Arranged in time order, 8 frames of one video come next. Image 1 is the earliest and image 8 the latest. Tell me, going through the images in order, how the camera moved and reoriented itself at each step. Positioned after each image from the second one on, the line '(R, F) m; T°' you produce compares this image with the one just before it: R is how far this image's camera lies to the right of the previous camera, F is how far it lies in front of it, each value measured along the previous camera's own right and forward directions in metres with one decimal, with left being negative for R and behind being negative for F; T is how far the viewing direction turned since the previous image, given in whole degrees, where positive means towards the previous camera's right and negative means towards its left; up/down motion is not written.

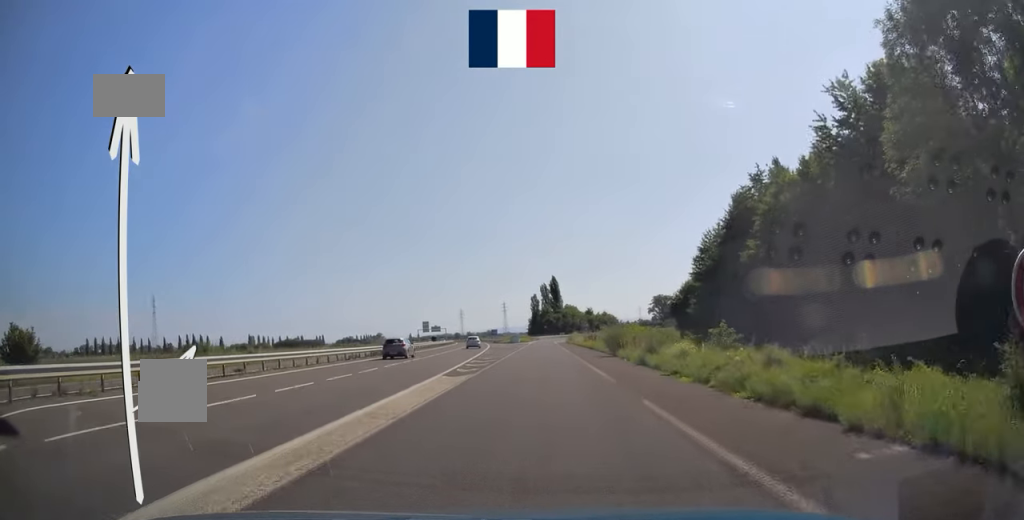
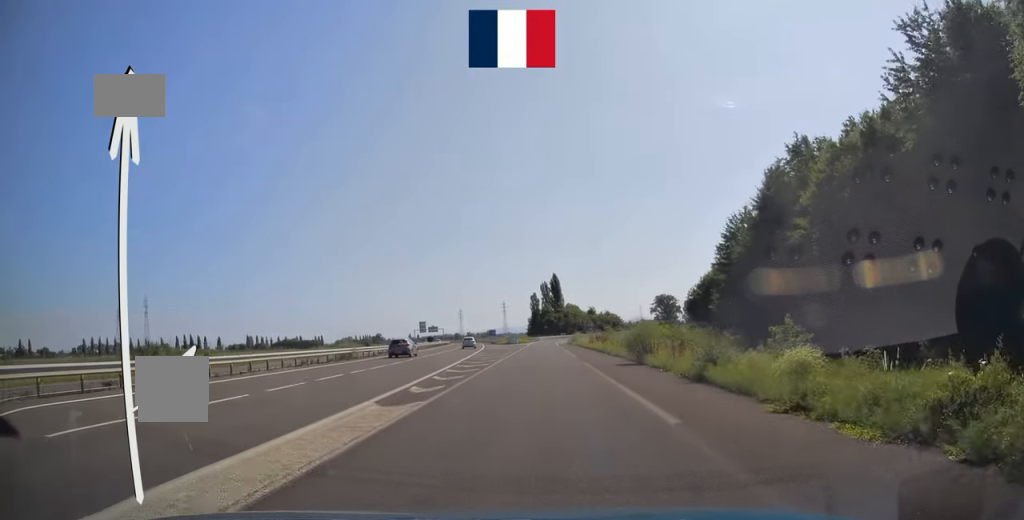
(+0.1, +8.8) m; 0°
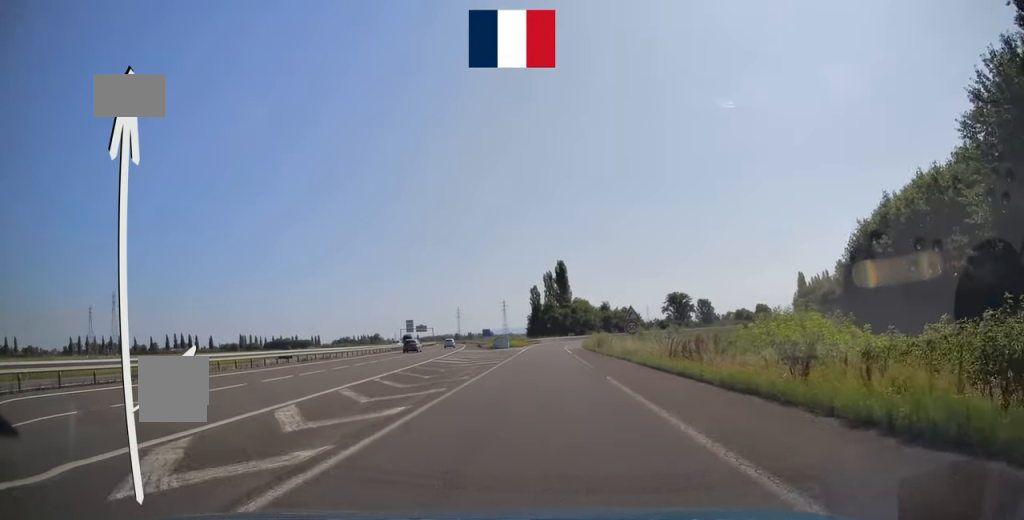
(-0.5, +36.5) m; -1°
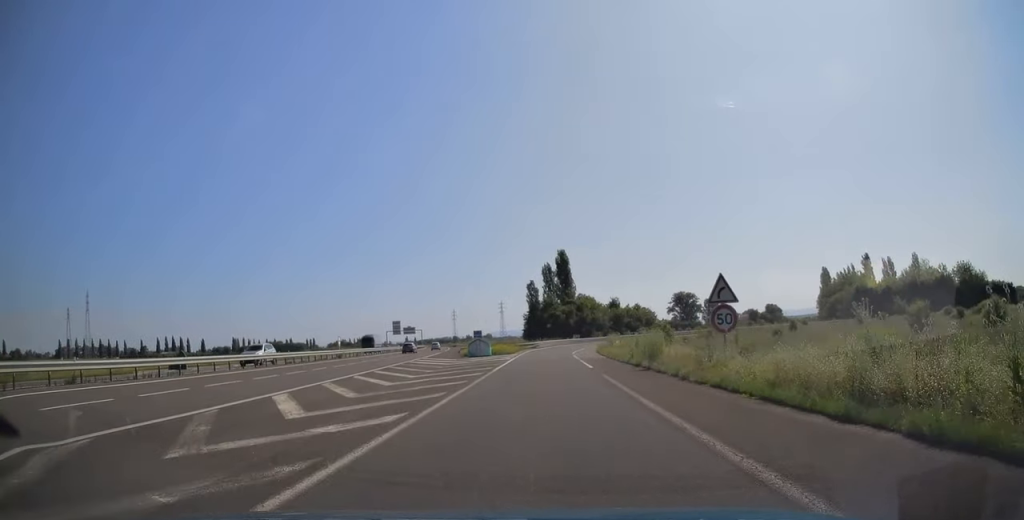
(+0.3, +23.5) m; +1°
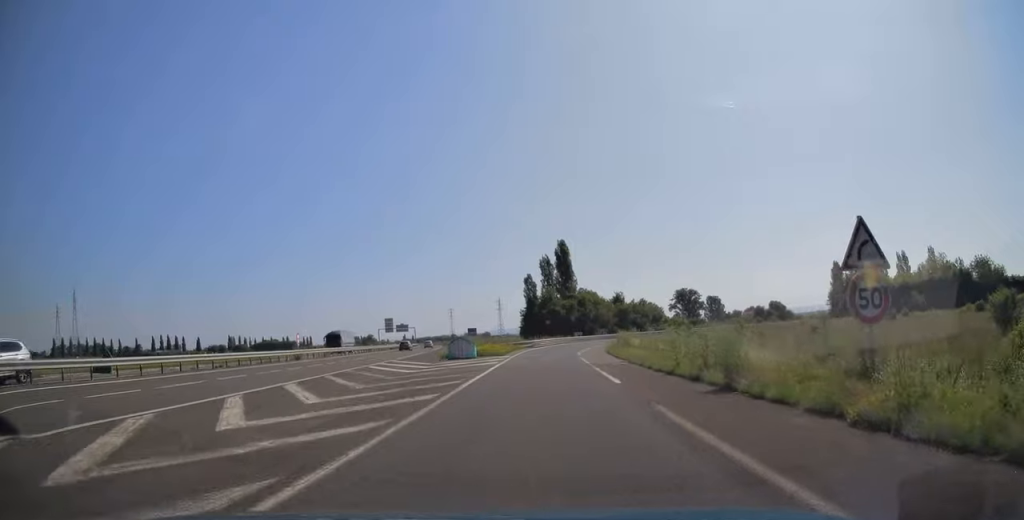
(+0.1, +10.4) m; 0°
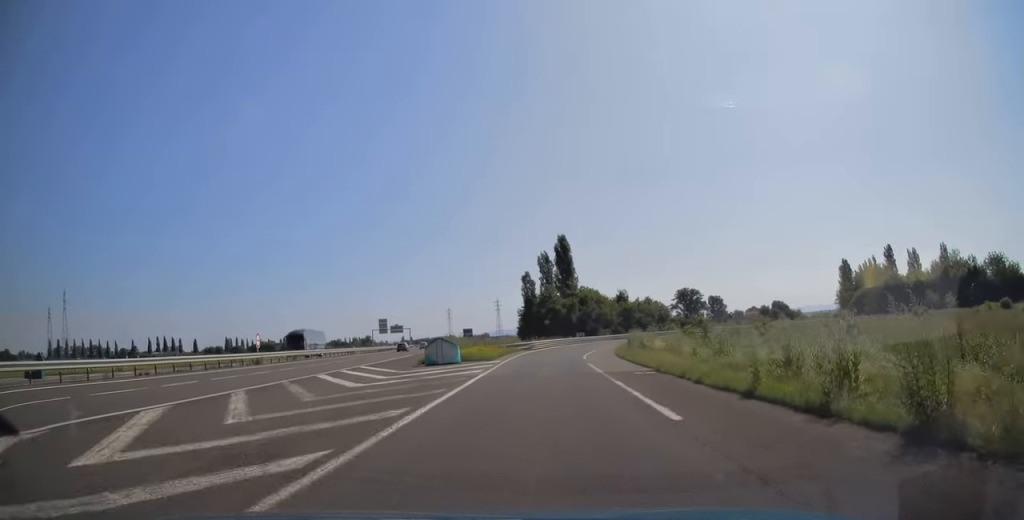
(-0.2, +7.4) m; 0°
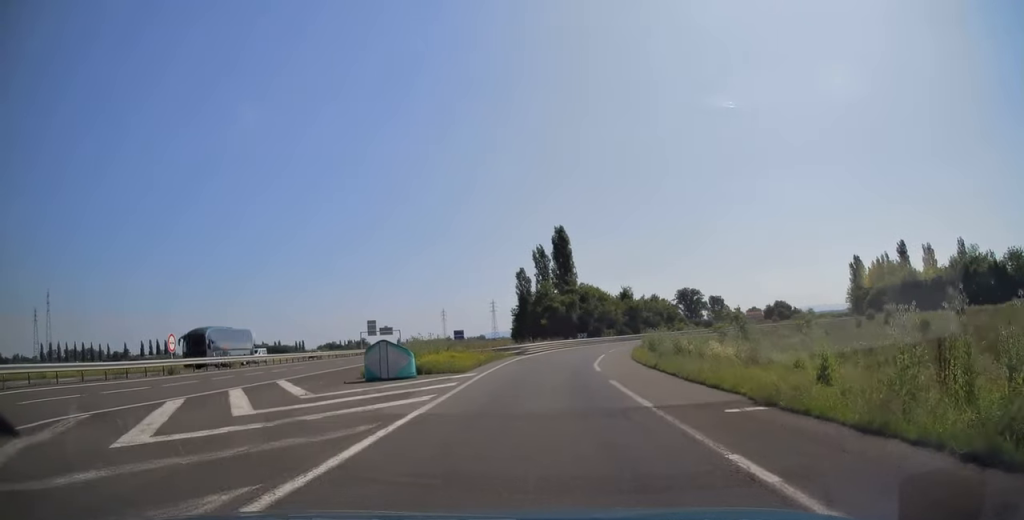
(-0.1, +10.9) m; 0°
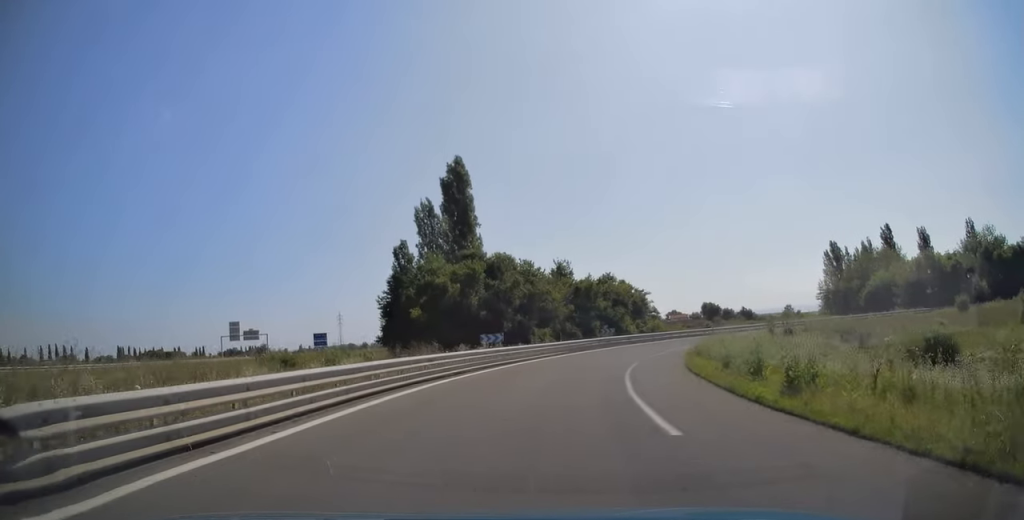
(+1.1, +41.6) m; +5°
